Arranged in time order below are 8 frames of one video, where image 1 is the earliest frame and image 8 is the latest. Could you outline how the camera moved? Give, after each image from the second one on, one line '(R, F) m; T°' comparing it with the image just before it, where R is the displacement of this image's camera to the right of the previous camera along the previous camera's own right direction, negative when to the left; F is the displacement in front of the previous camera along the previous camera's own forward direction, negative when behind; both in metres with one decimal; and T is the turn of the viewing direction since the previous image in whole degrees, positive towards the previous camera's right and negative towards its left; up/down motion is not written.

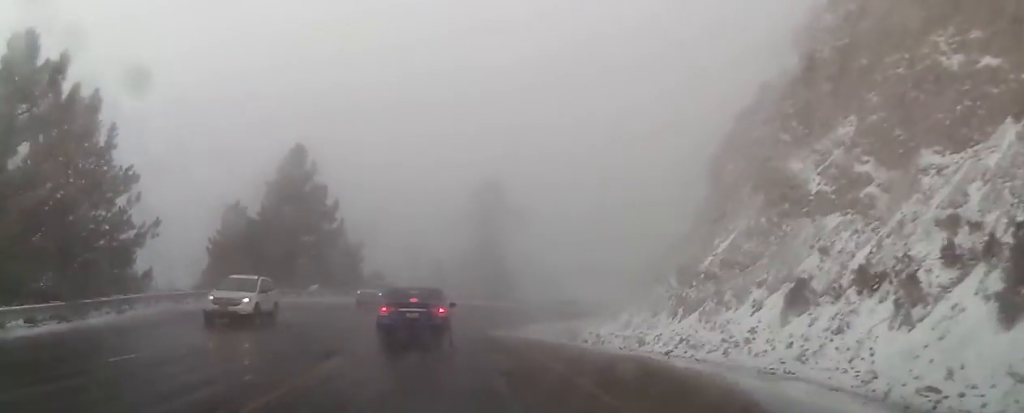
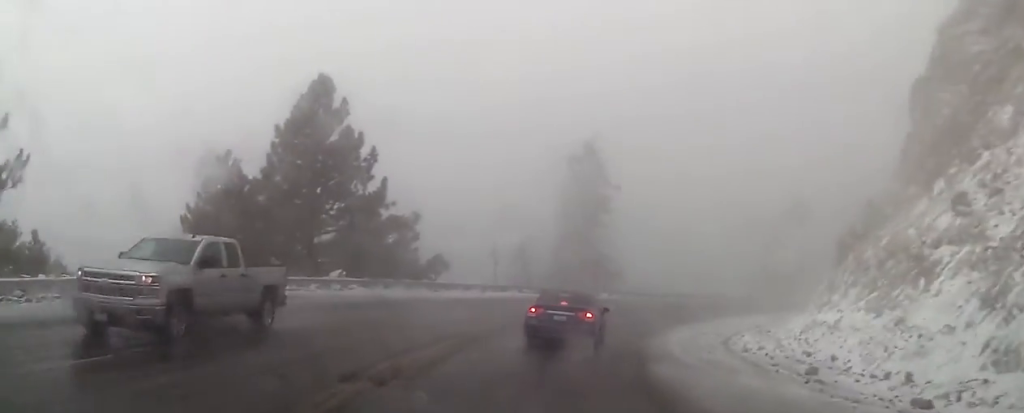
(-0.3, +13.1) m; 0°
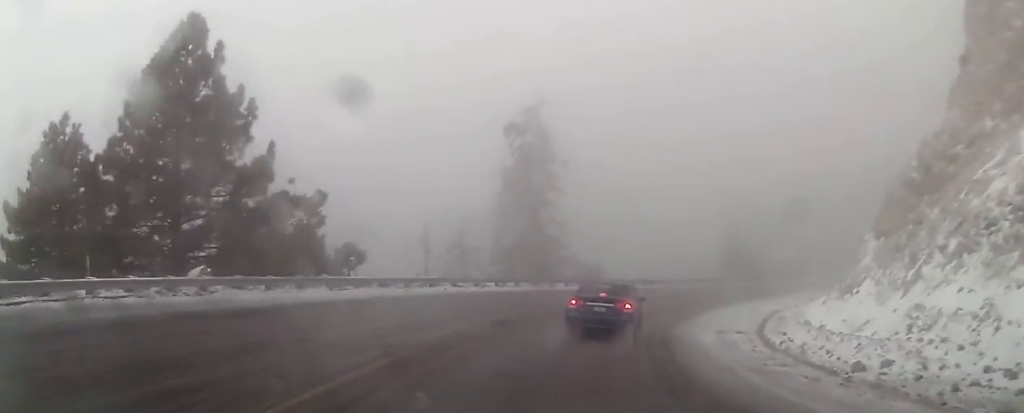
(+0.2, +8.4) m; +2°
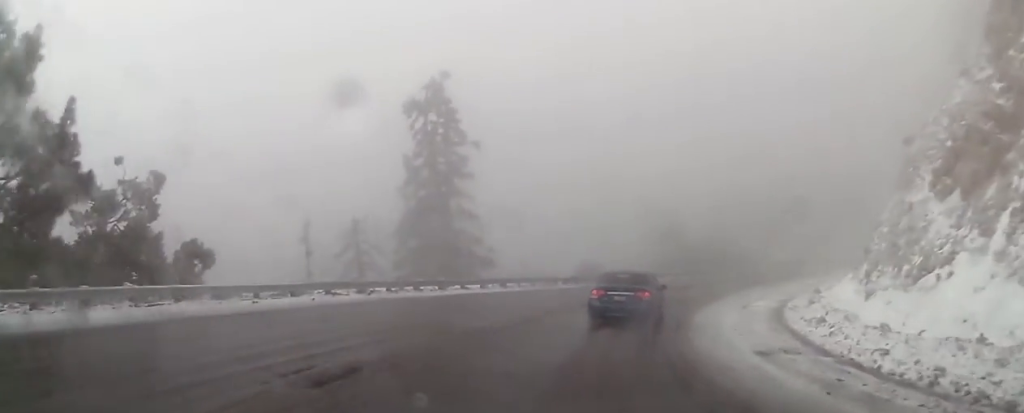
(+0.1, +8.7) m; 0°
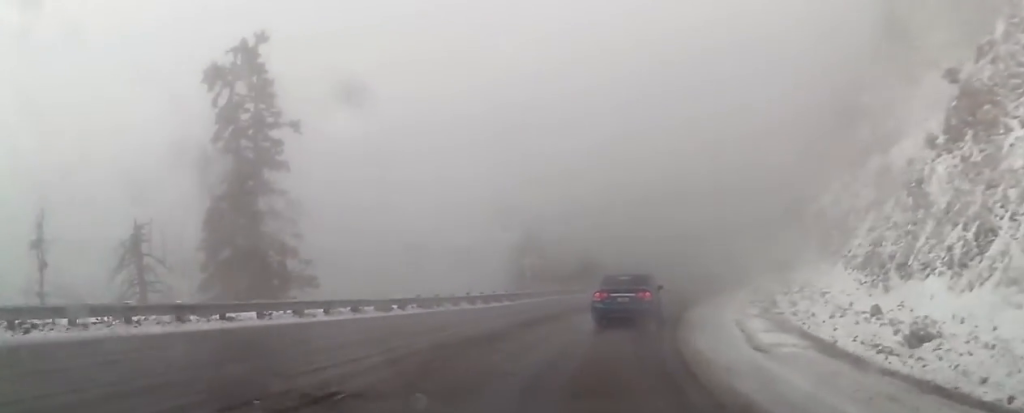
(0.0, +12.7) m; +1°
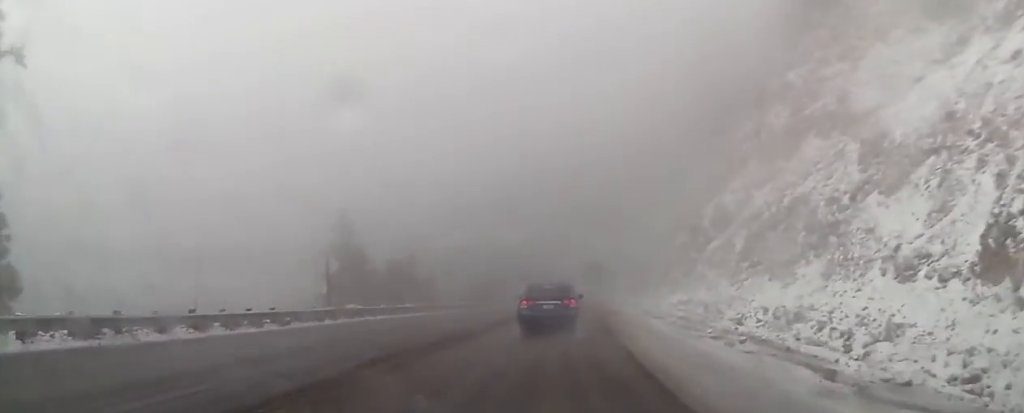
(+0.3, +15.0) m; +2°
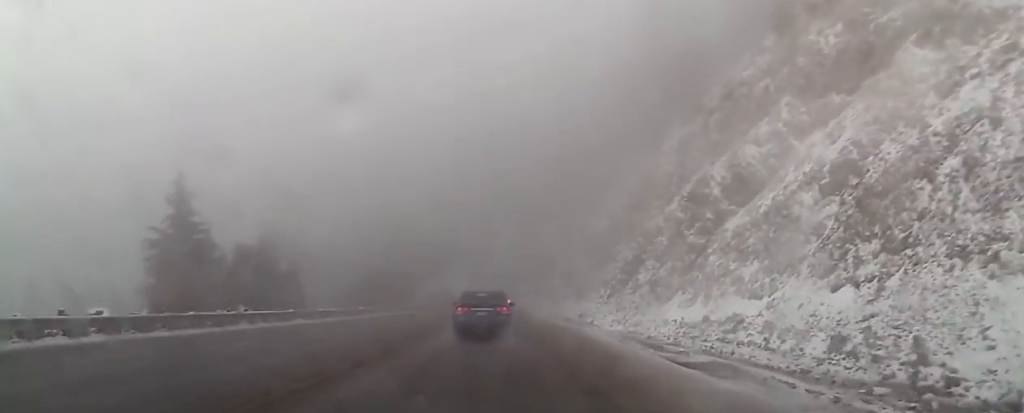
(+0.2, +19.7) m; +1°
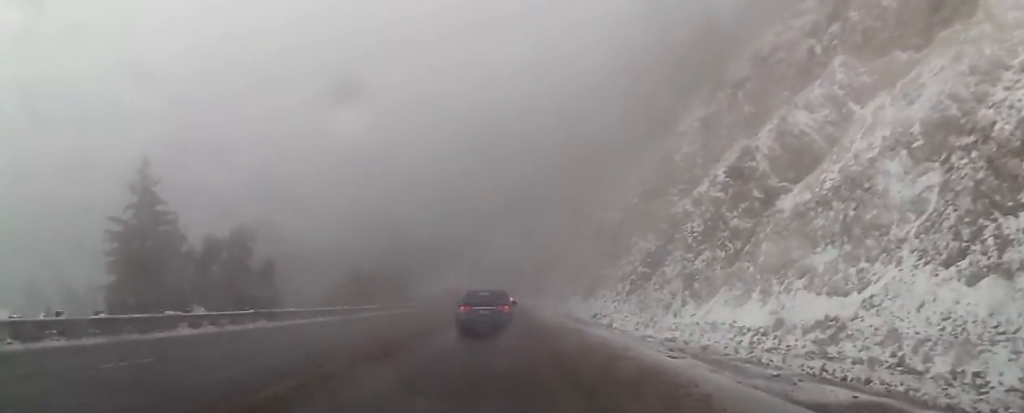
(0.0, +5.8) m; 0°
